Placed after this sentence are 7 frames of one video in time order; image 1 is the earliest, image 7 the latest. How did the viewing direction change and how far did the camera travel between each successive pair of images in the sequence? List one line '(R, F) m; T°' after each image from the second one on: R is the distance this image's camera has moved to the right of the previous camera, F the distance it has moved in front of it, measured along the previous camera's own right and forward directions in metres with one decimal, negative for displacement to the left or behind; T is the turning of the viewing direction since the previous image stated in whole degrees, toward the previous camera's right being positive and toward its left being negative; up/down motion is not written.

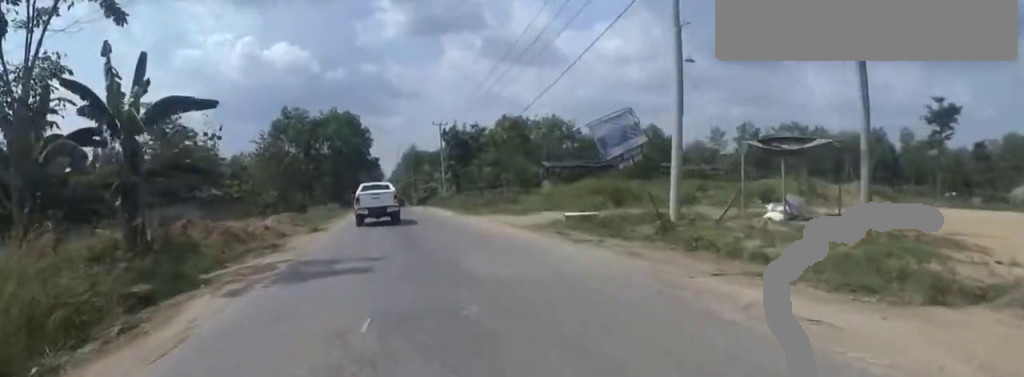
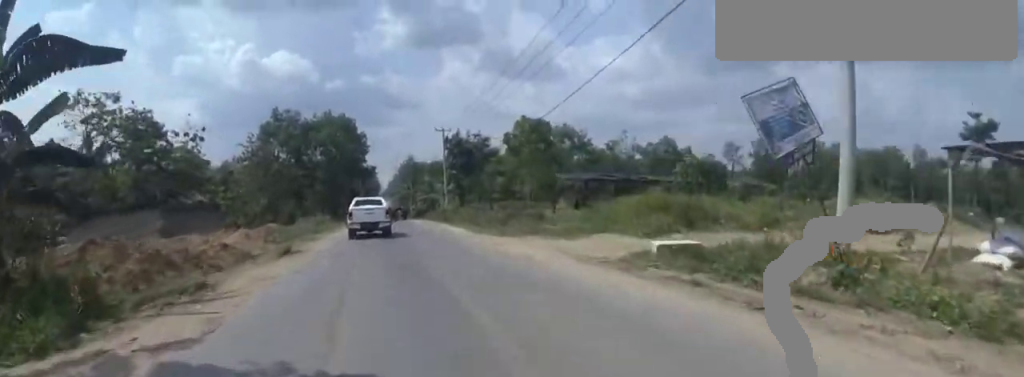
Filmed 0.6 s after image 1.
(0.0, +5.6) m; 0°
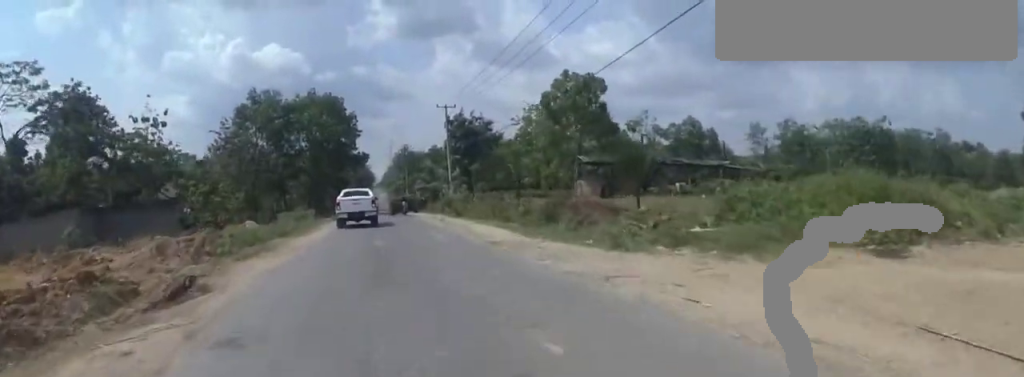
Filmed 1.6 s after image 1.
(0.0, +8.6) m; 0°
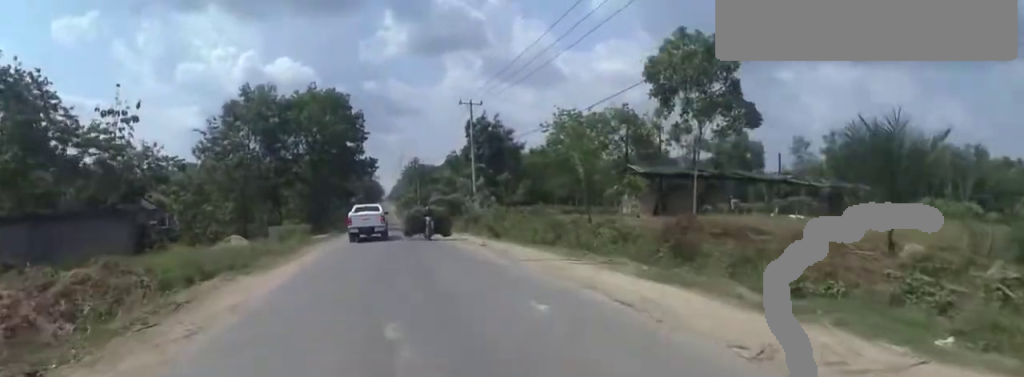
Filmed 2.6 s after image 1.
(0.0, +8.3) m; 0°
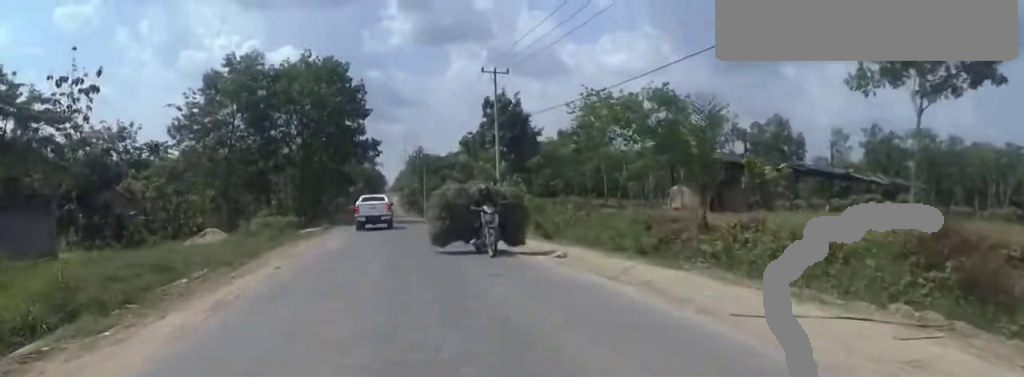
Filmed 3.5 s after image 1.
(0.0, +7.0) m; 0°
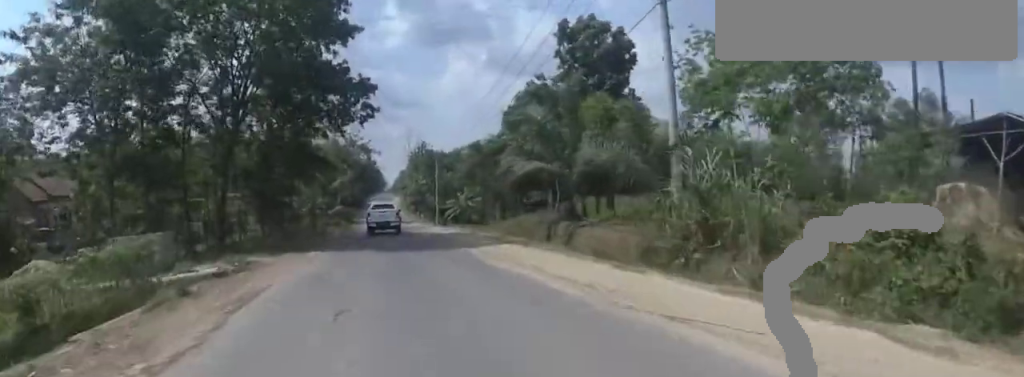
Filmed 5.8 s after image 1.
(0.0, +20.5) m; 0°
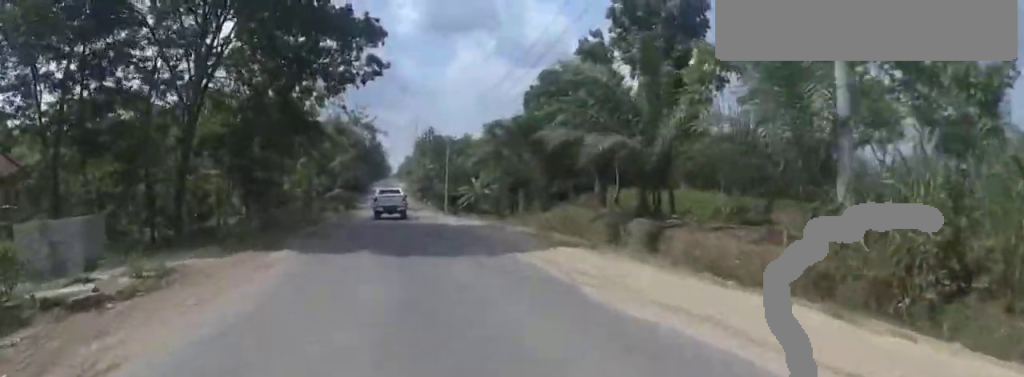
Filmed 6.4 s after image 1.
(0.0, +5.4) m; 0°
